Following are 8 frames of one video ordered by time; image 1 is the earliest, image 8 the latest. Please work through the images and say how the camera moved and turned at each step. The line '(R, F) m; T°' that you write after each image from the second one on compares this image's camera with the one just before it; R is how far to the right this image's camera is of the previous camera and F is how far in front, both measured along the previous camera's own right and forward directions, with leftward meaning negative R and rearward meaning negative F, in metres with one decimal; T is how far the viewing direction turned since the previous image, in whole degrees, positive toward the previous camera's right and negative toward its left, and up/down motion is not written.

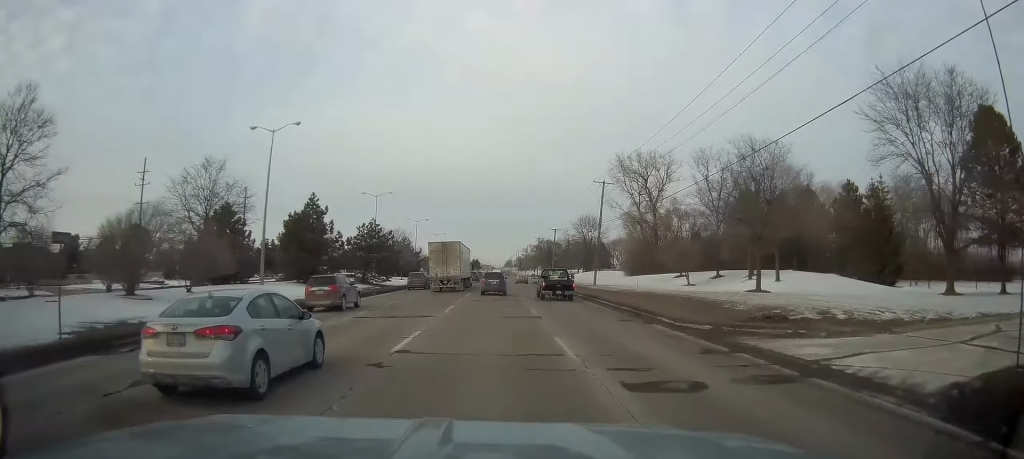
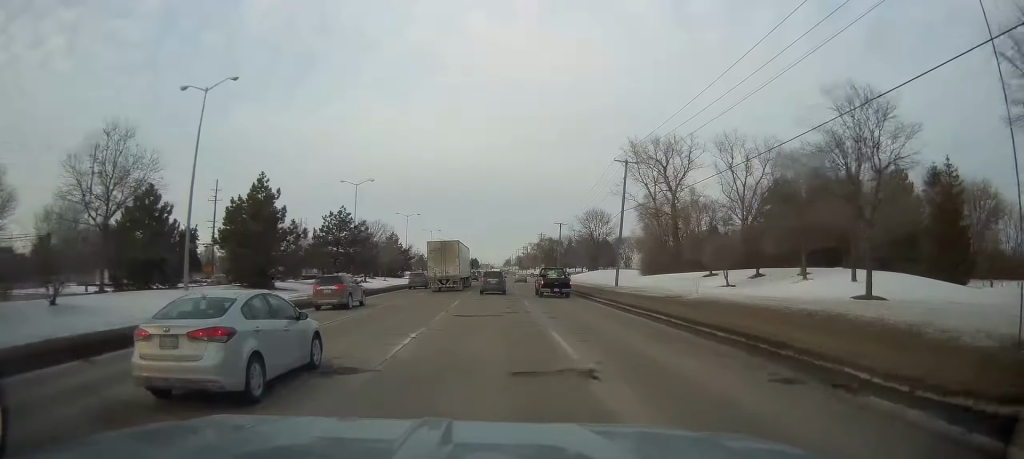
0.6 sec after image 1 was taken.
(-0.2, +12.0) m; +1°
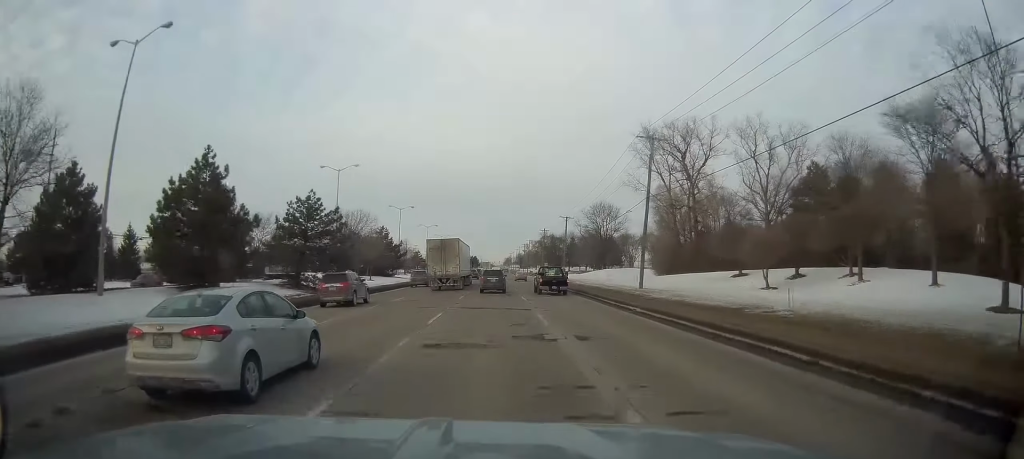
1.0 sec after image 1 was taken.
(+0.1, +8.7) m; 0°
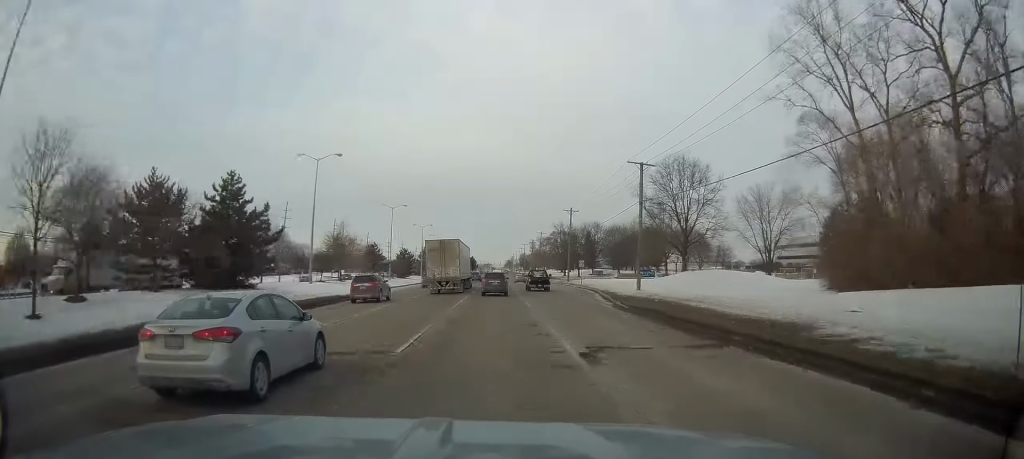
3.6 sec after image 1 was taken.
(+0.3, +50.9) m; +1°
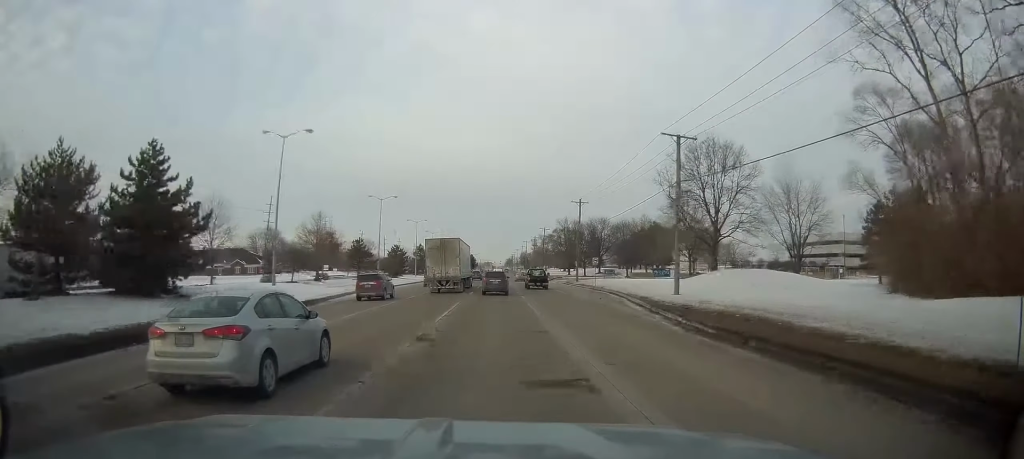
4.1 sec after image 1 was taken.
(0.0, +9.5) m; 0°
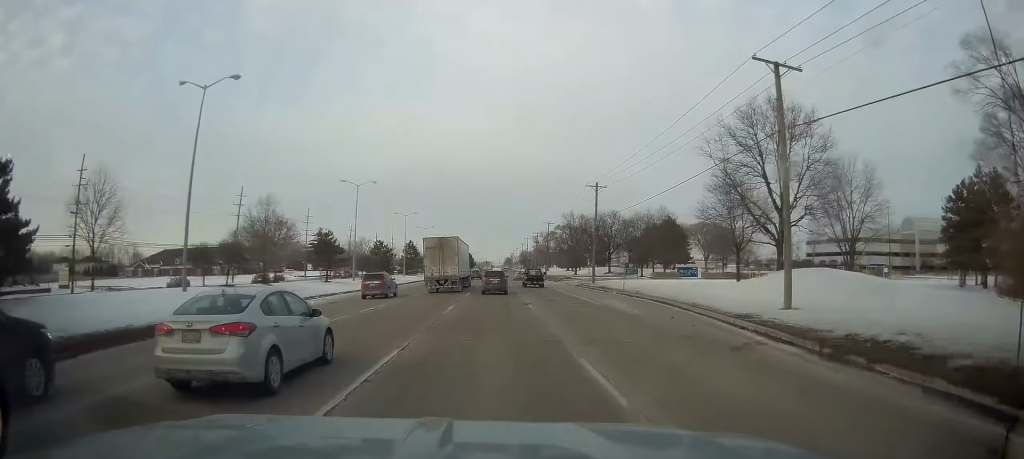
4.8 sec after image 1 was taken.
(-0.1, +13.7) m; -1°
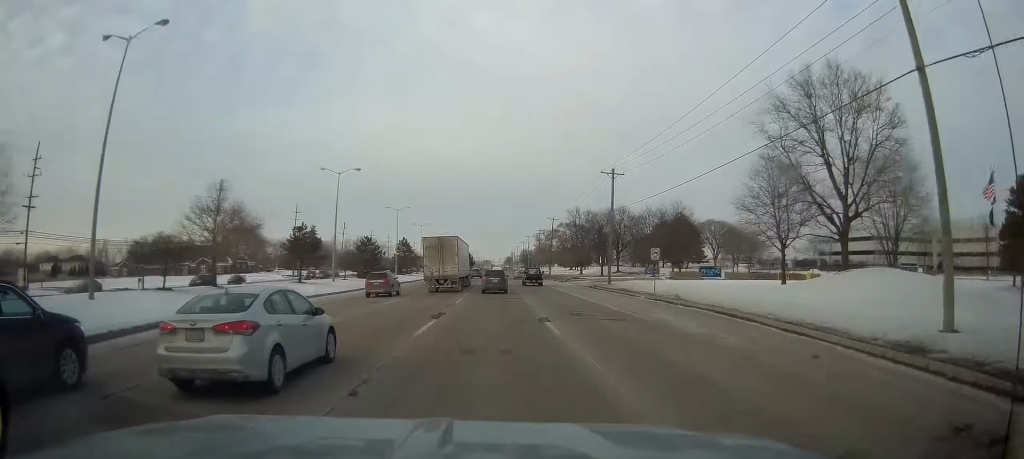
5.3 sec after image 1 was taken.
(0.0, +8.5) m; 0°
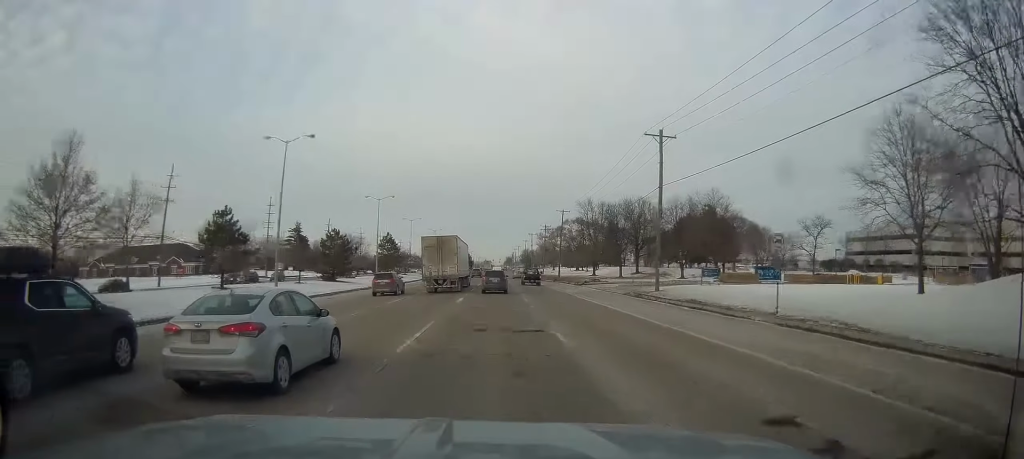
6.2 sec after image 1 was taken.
(-0.1, +15.6) m; 0°
